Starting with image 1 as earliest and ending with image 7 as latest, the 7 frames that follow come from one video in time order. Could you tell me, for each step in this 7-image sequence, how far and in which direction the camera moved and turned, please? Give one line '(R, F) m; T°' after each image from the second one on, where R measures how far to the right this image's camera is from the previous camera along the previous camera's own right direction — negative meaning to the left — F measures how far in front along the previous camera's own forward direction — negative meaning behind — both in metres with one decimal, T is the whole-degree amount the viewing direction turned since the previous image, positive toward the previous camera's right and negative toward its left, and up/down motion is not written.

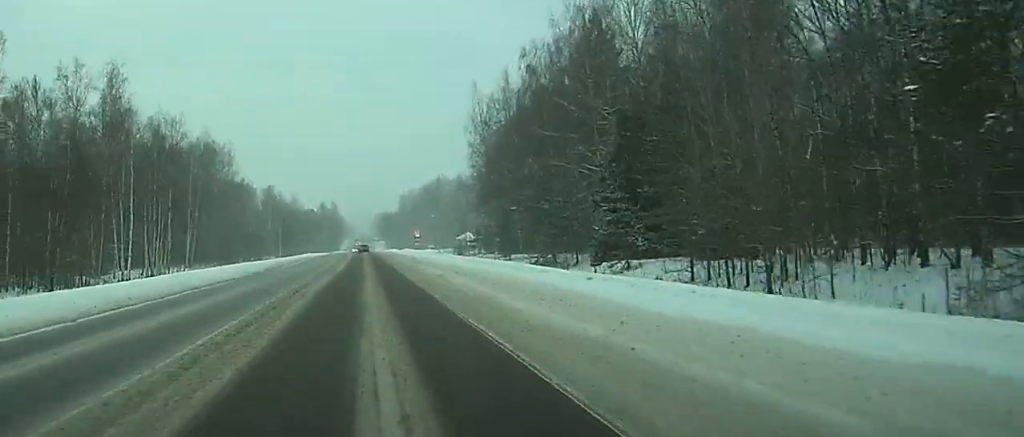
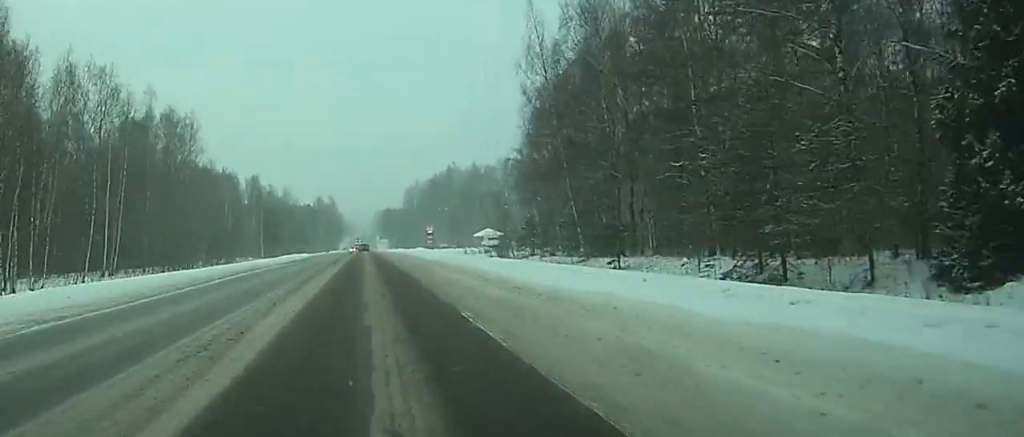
(-0.8, +41.2) m; 0°
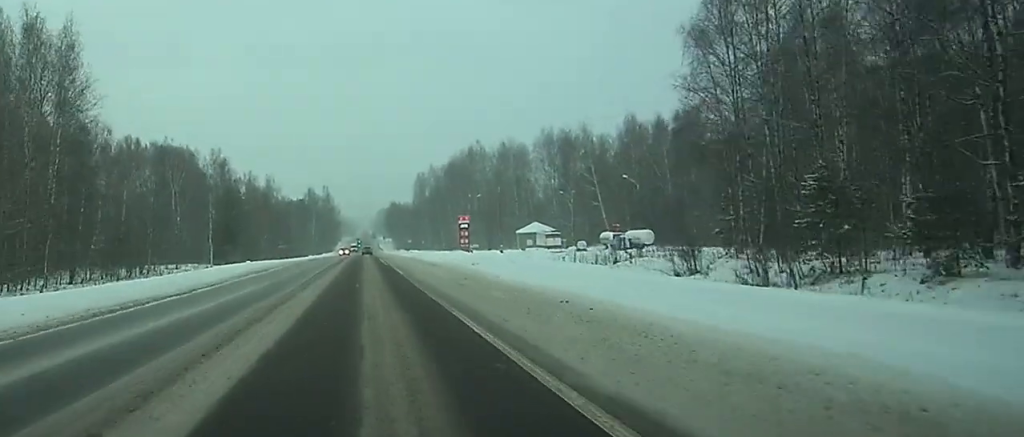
(+1.6, +61.0) m; +1°
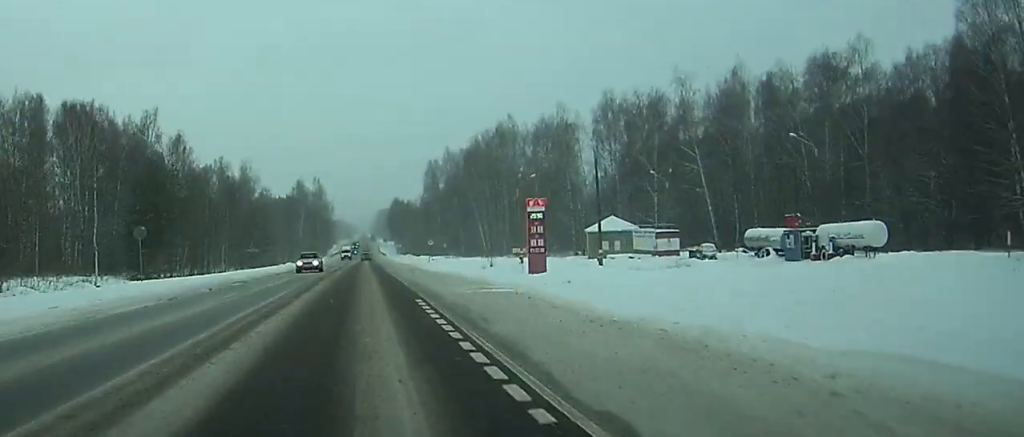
(-0.4, +51.4) m; -1°
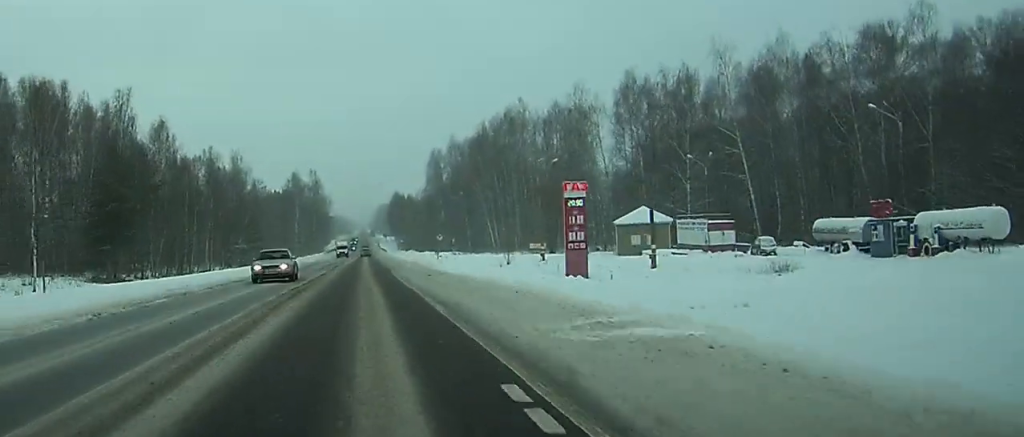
(0.0, +13.2) m; 0°
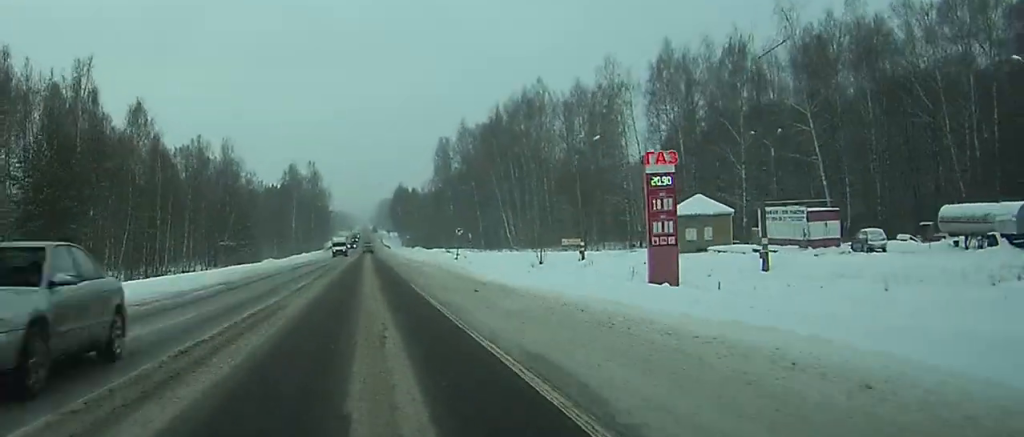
(0.0, +16.2) m; 0°
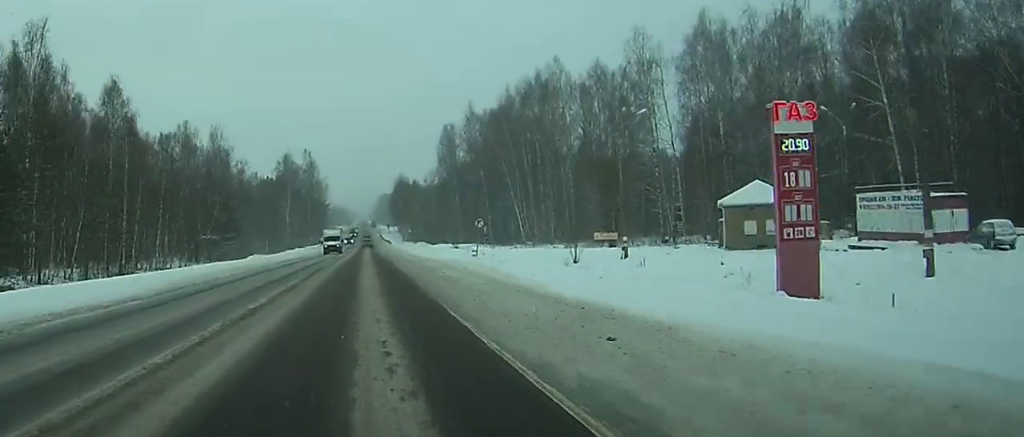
(0.0, +13.2) m; 0°
